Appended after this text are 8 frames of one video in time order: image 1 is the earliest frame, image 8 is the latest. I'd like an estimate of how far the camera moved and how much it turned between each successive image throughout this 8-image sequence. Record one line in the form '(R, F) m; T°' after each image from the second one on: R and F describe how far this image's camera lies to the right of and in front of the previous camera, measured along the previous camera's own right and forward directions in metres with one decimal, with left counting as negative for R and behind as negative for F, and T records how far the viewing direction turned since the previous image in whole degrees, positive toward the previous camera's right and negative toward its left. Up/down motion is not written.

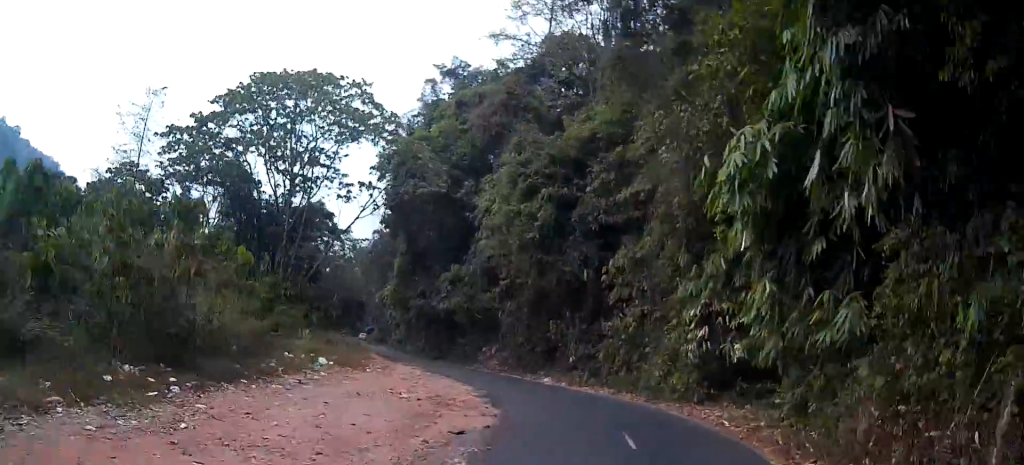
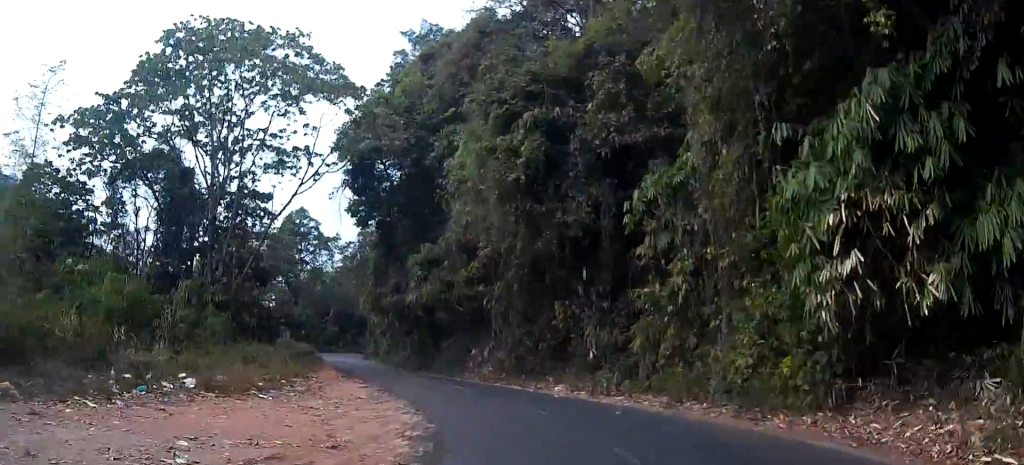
(+0.1, +11.9) m; -1°
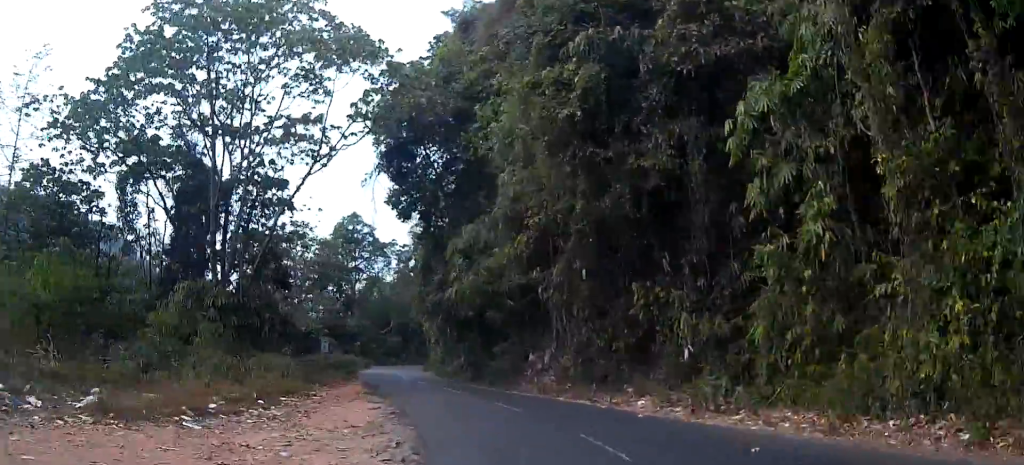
(+0.1, +7.0) m; -2°
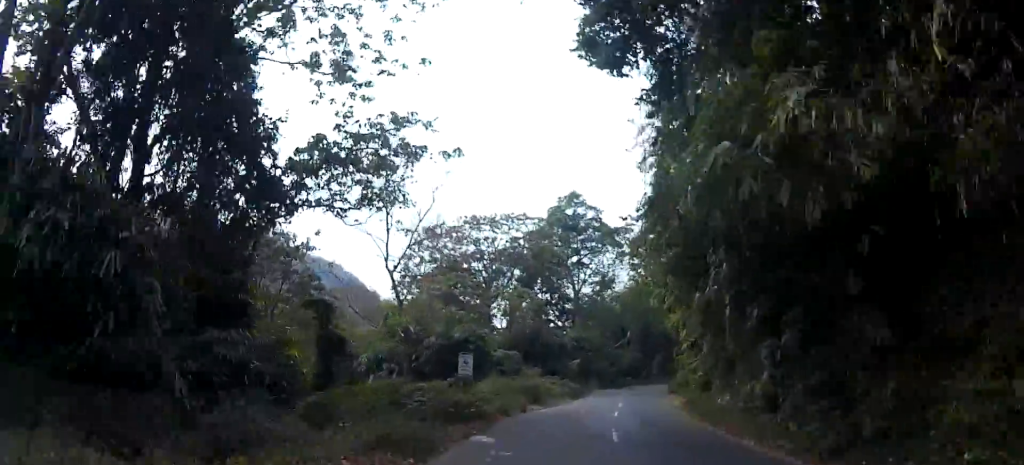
(-3.3, +27.0) m; -12°
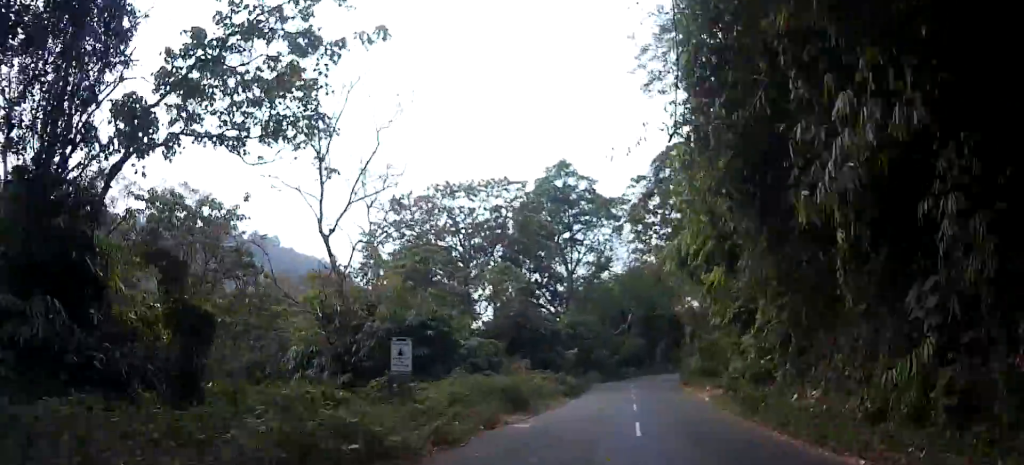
(-0.2, +9.1) m; -2°
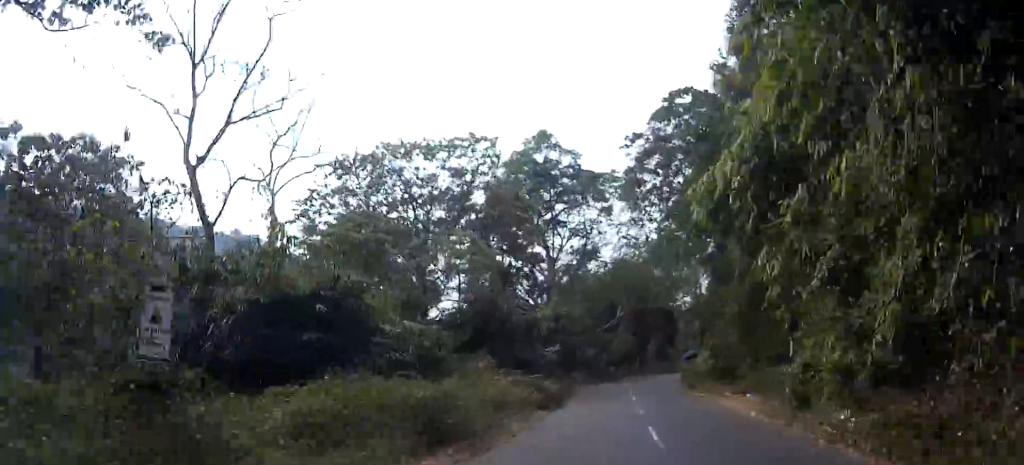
(0.0, +9.8) m; -1°
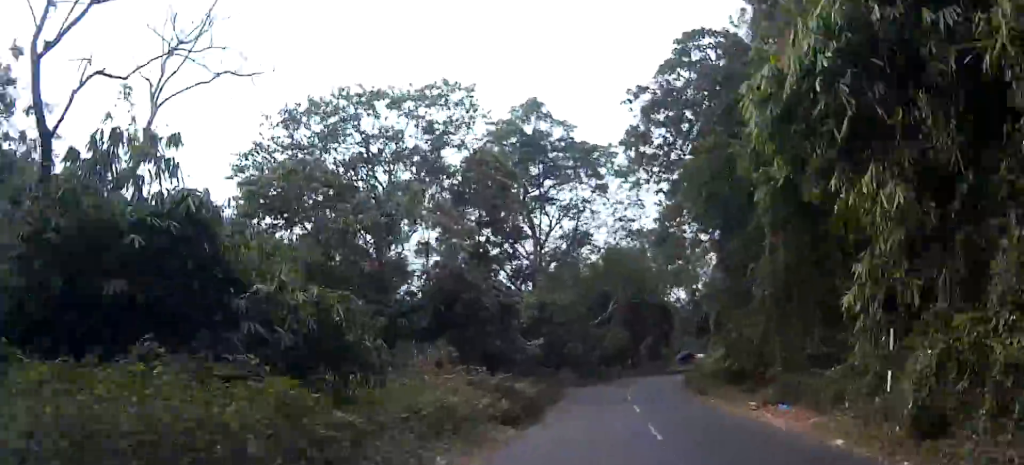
(-0.1, +7.1) m; 0°
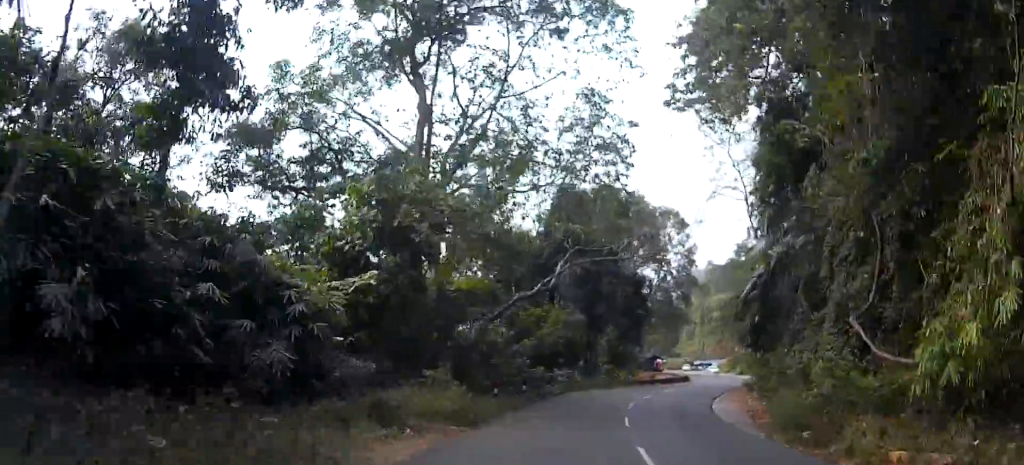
(+0.3, +28.3) m; +6°
